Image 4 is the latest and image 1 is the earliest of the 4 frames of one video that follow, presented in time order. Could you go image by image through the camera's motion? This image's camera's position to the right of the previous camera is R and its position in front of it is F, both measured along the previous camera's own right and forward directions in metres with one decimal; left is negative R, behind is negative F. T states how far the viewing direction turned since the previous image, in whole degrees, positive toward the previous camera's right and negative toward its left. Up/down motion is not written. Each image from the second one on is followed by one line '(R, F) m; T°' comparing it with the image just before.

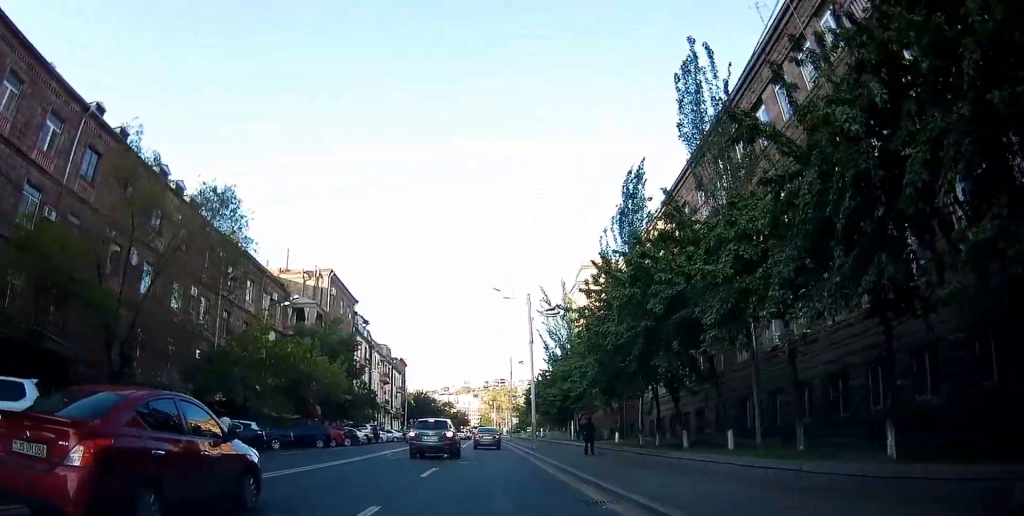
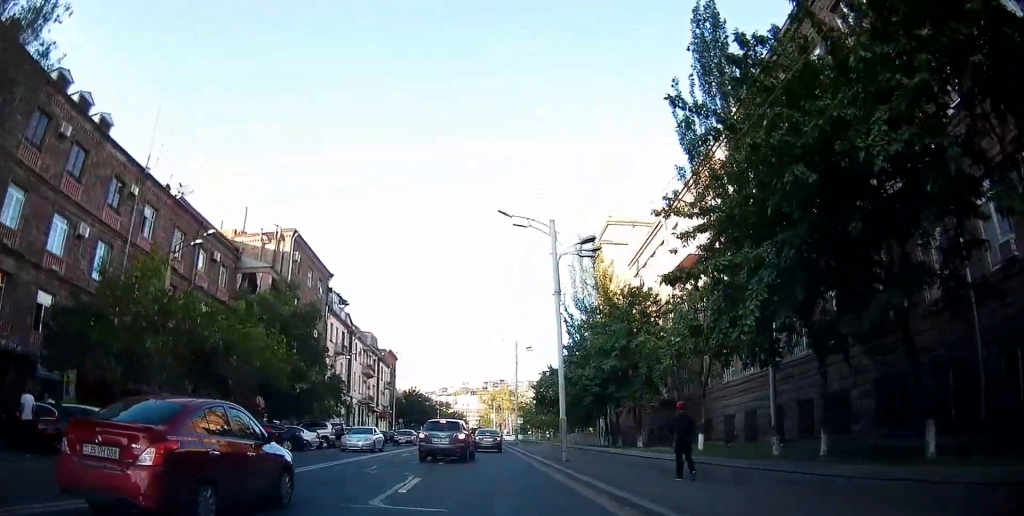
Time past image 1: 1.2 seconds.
(+0.1, +14.1) m; +2°
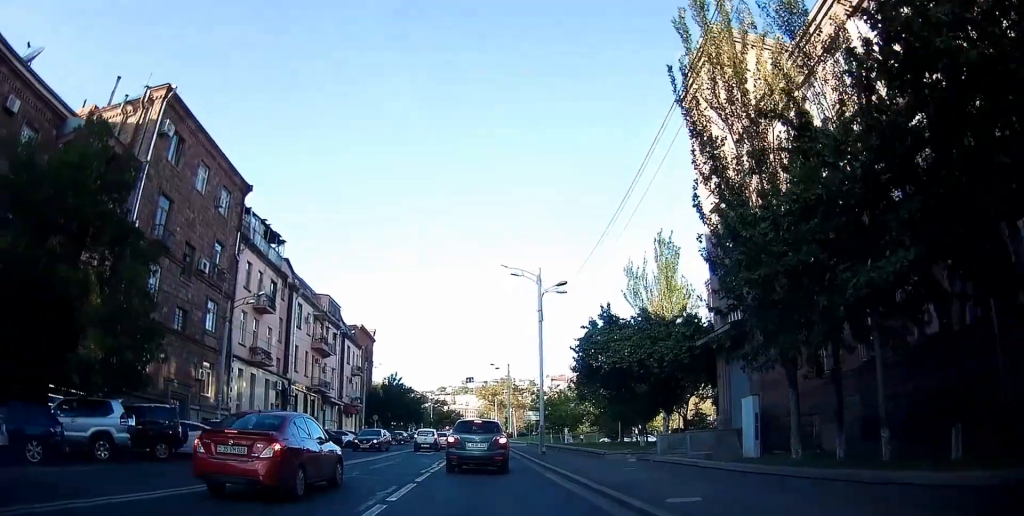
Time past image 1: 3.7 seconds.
(-0.4, +26.1) m; -4°
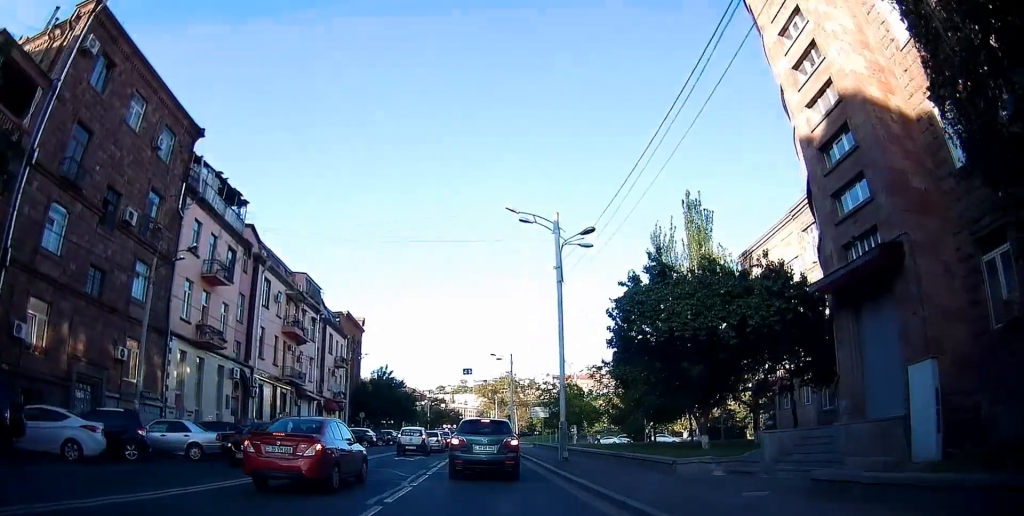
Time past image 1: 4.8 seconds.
(+0.2, +9.3) m; +4°
